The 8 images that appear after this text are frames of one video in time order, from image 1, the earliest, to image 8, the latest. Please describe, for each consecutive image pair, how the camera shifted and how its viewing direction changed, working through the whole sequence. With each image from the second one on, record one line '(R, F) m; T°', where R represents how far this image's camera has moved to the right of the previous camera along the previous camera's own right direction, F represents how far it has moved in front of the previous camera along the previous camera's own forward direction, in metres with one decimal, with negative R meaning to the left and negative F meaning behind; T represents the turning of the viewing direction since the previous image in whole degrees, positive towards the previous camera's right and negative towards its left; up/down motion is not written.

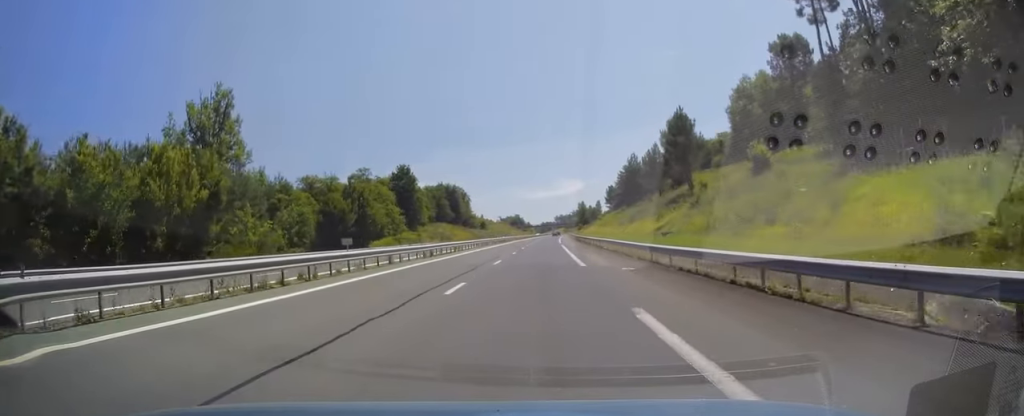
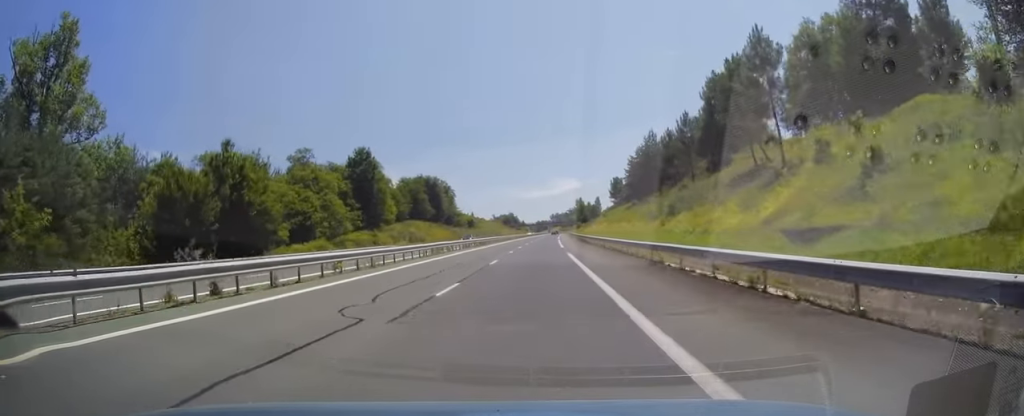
(+0.3, +26.5) m; +1°
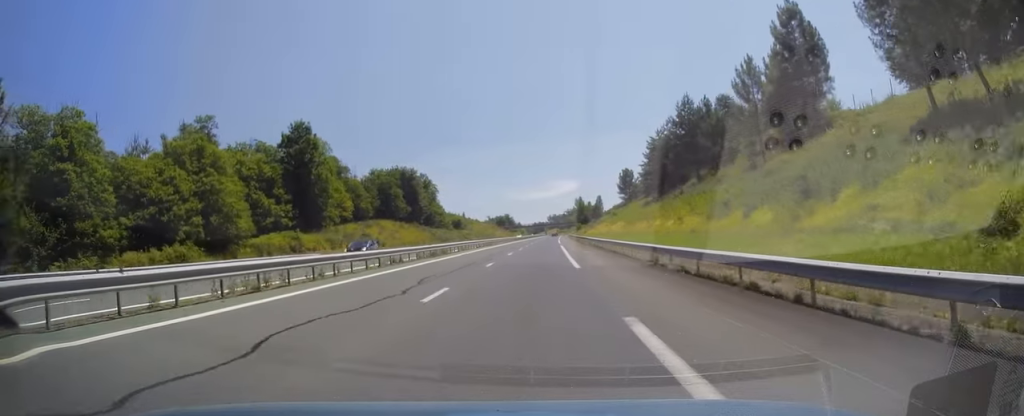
(+0.1, +26.6) m; 0°
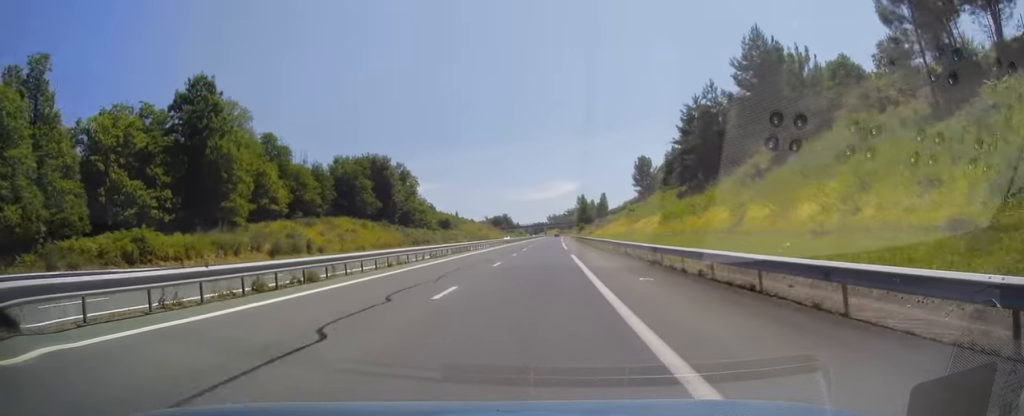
(+0.1, +25.0) m; 0°
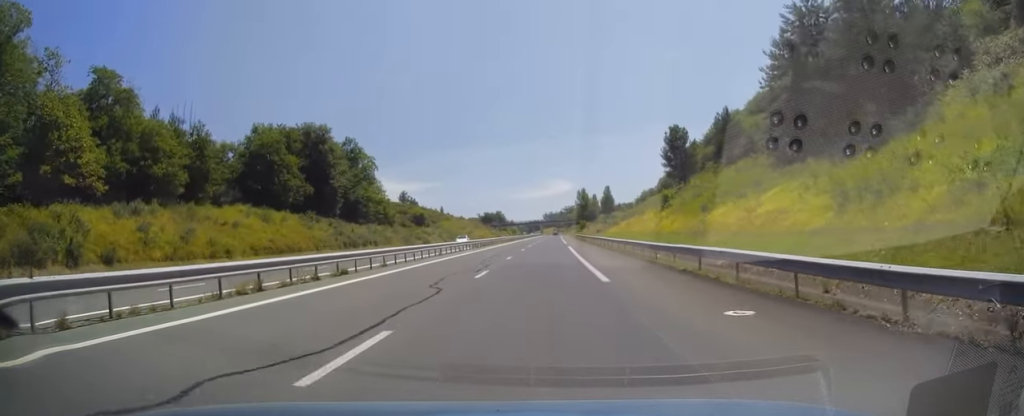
(-0.1, +33.3) m; 0°
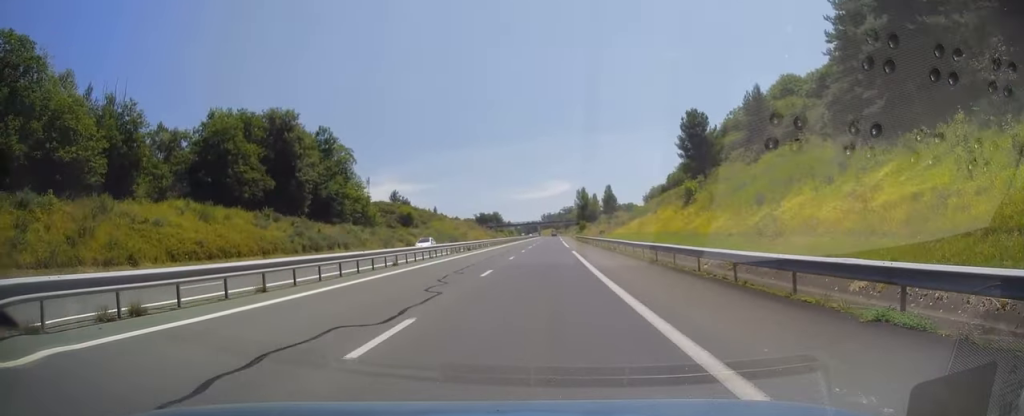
(0.0, +11.8) m; 0°
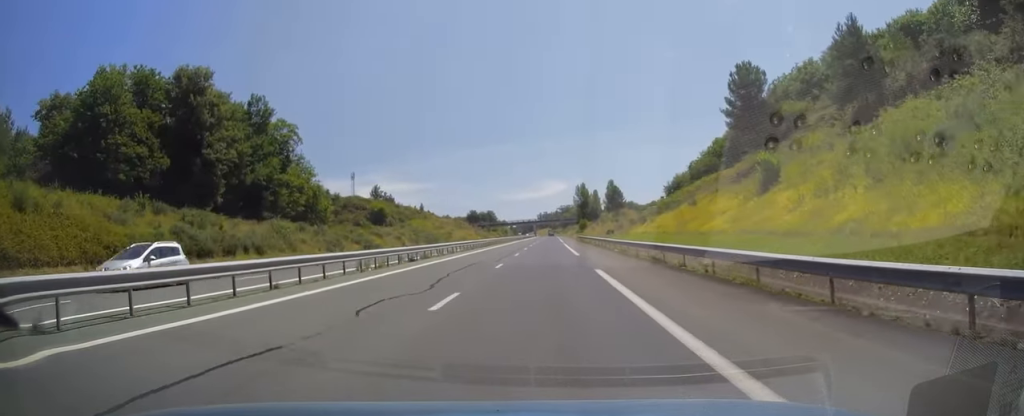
(0.0, +21.5) m; 0°
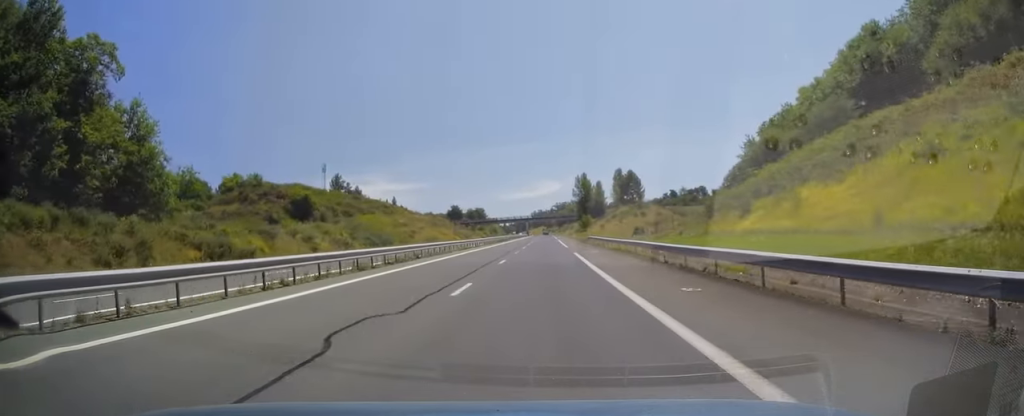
(+0.2, +36.2) m; +1°
